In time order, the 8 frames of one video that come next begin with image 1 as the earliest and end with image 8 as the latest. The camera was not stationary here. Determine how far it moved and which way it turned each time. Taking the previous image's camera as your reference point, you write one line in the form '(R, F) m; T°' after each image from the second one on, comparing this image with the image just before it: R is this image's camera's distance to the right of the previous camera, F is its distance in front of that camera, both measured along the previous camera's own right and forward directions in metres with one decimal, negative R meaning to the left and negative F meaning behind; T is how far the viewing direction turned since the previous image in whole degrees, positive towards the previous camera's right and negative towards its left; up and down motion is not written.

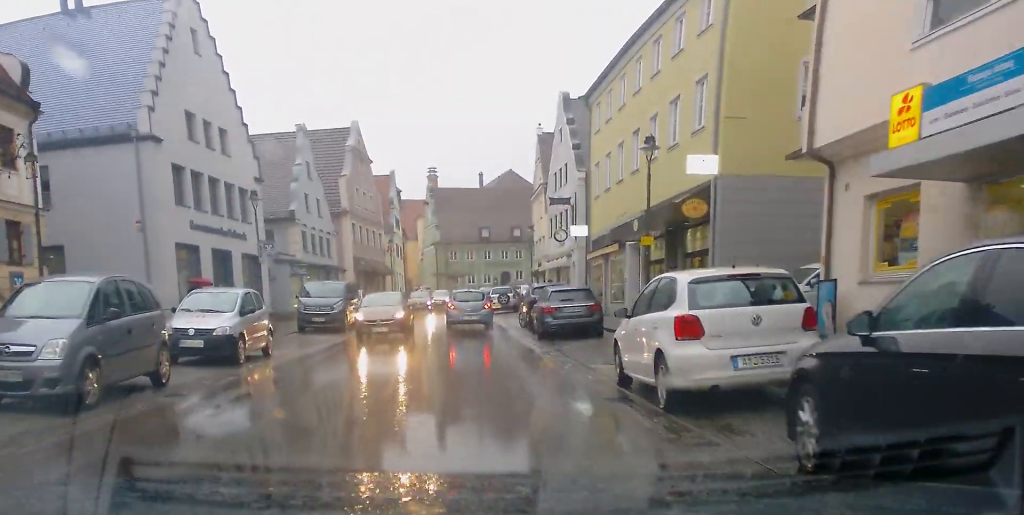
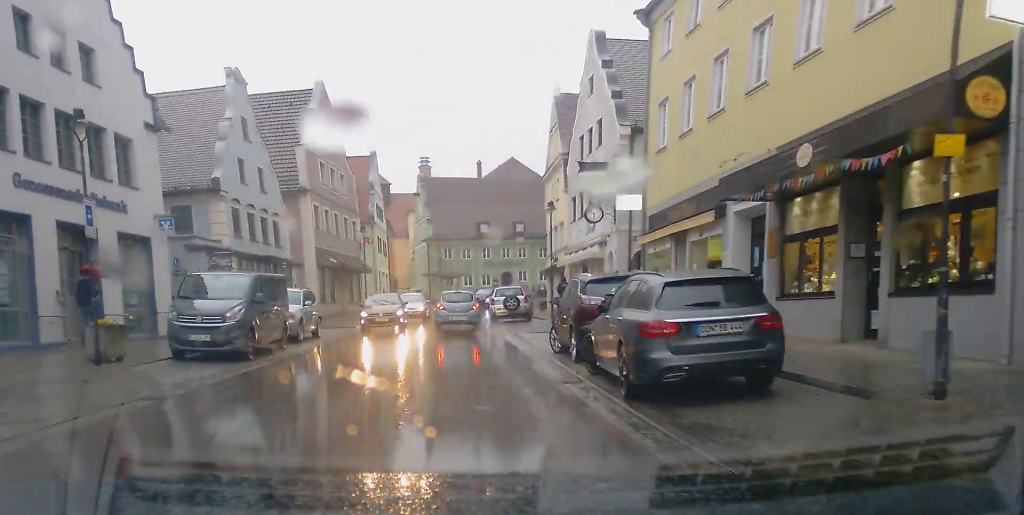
(+0.1, +13.3) m; -2°
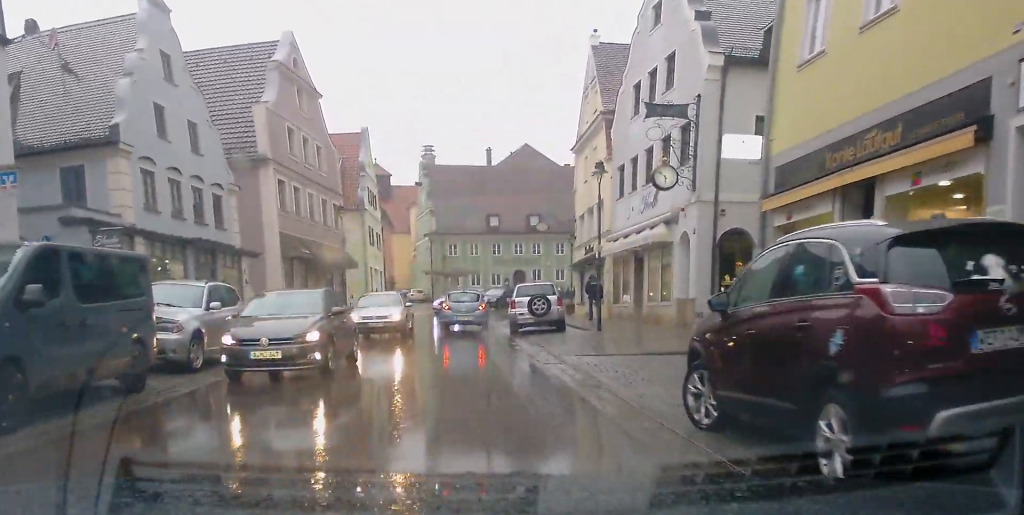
(-0.4, +10.0) m; -3°
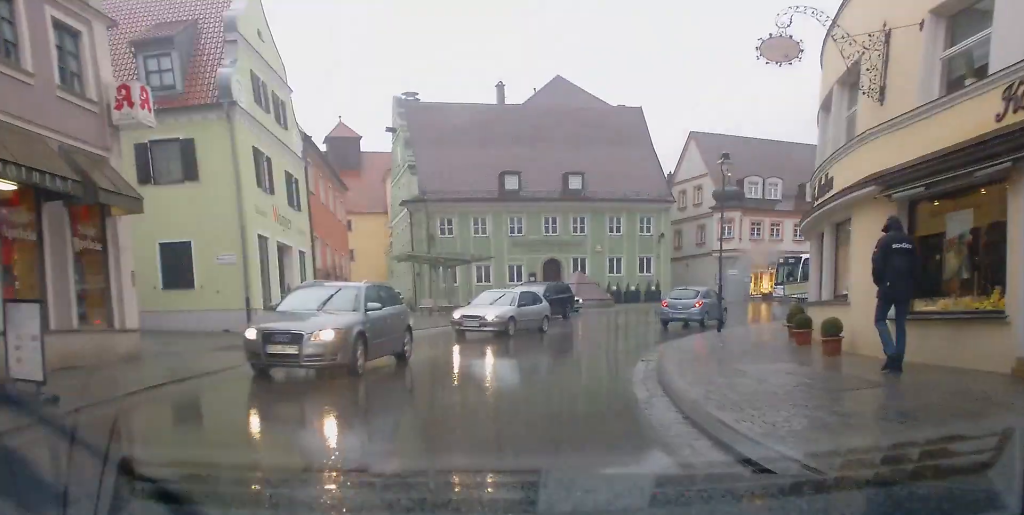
(-1.0, +31.3) m; +5°
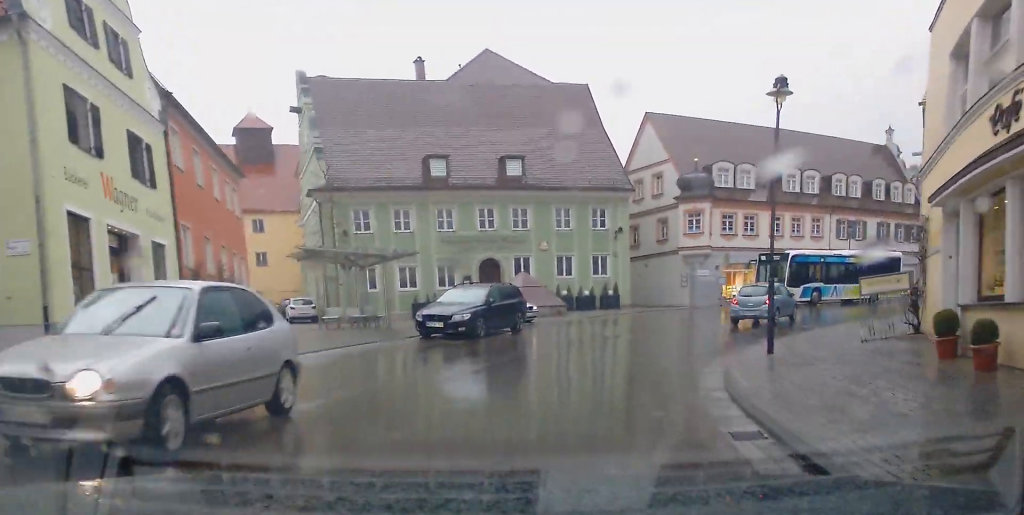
(0.0, +8.1) m; +9°
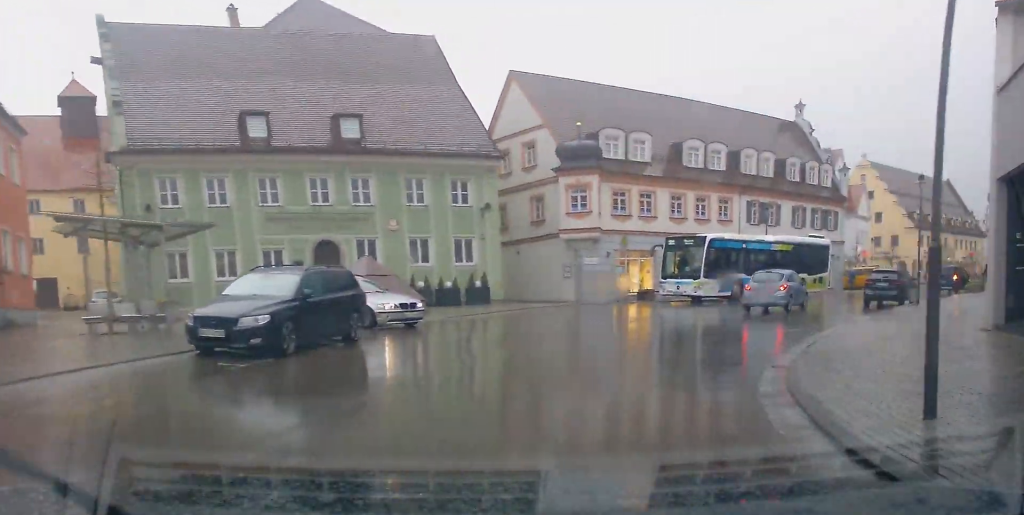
(+1.3, +8.1) m; +13°
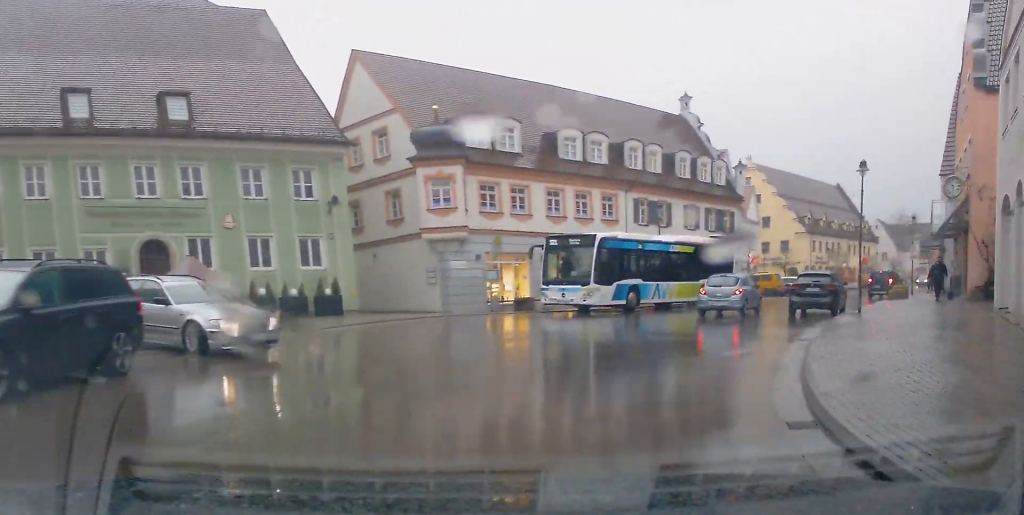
(+0.1, +5.1) m; +8°
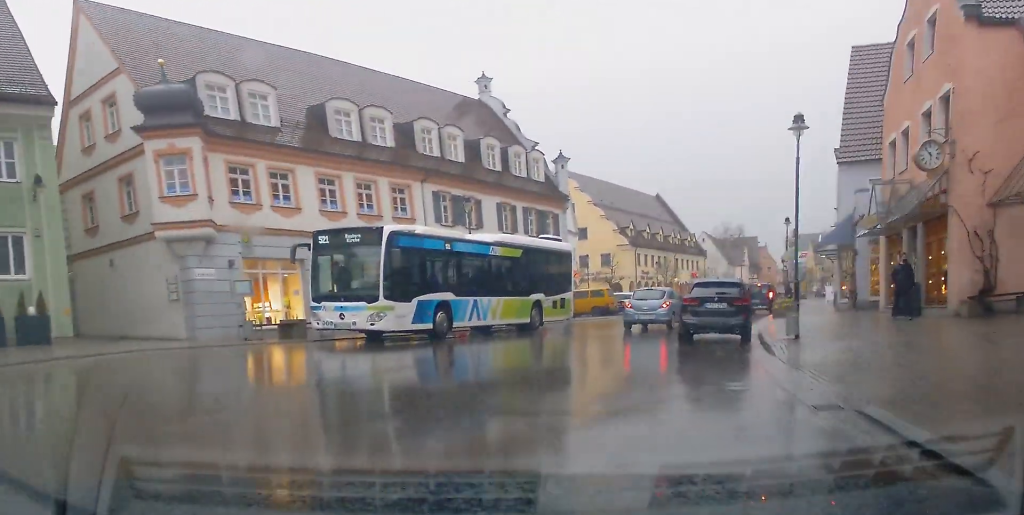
(+1.4, +9.0) m; +9°
